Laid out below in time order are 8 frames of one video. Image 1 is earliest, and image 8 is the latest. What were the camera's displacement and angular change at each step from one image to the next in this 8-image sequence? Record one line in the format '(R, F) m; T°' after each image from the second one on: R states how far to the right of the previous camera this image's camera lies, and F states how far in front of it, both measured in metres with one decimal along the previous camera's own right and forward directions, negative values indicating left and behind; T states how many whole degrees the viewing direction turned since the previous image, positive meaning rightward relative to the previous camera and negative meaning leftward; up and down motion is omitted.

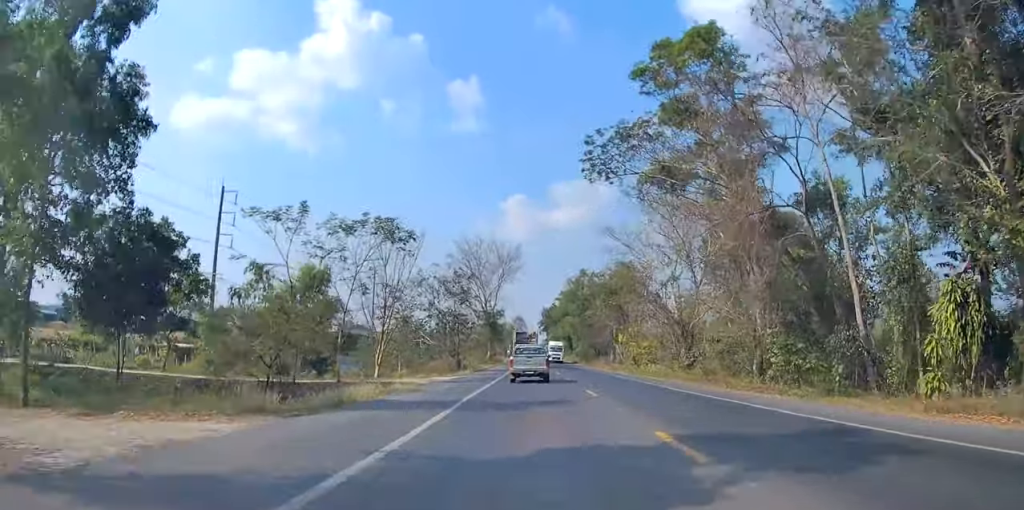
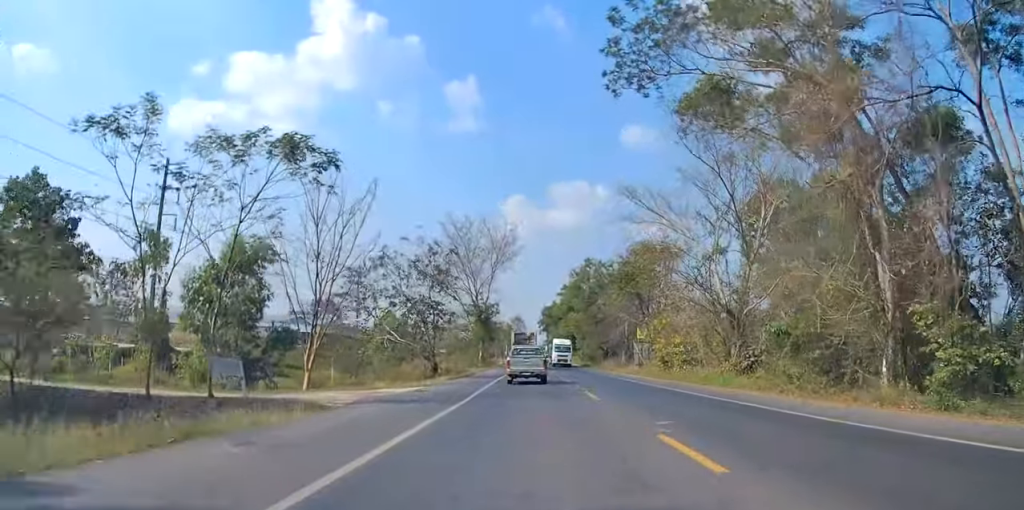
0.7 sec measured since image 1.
(0.0, +12.0) m; 0°
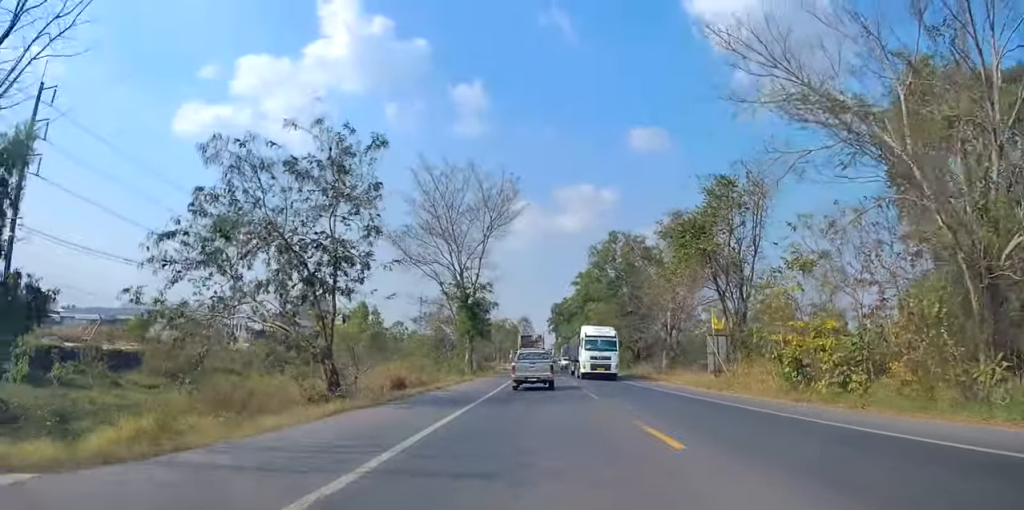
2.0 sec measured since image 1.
(-0.1, +22.4) m; +1°
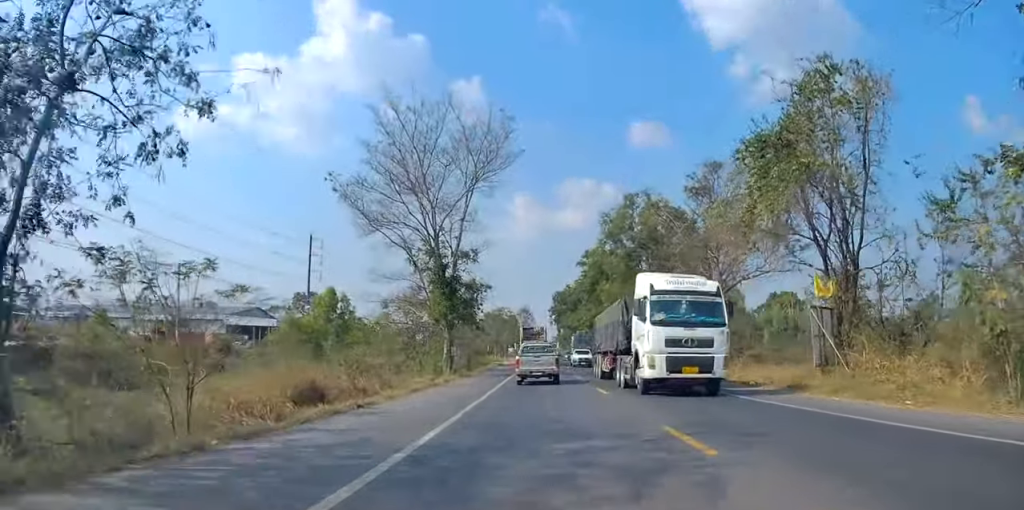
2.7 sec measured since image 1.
(+0.2, +13.3) m; +1°
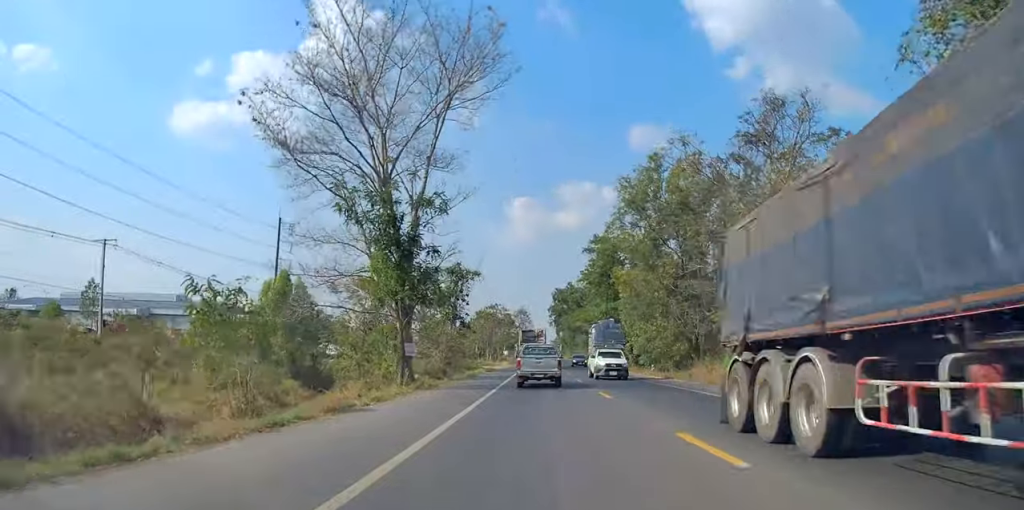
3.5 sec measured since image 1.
(+0.2, +13.4) m; 0°
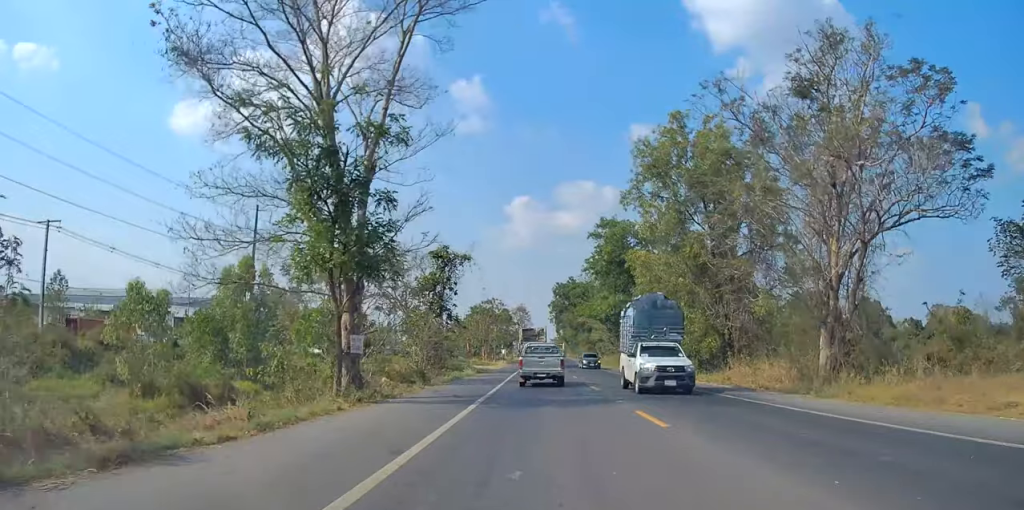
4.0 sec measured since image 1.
(+0.1, +8.2) m; -1°
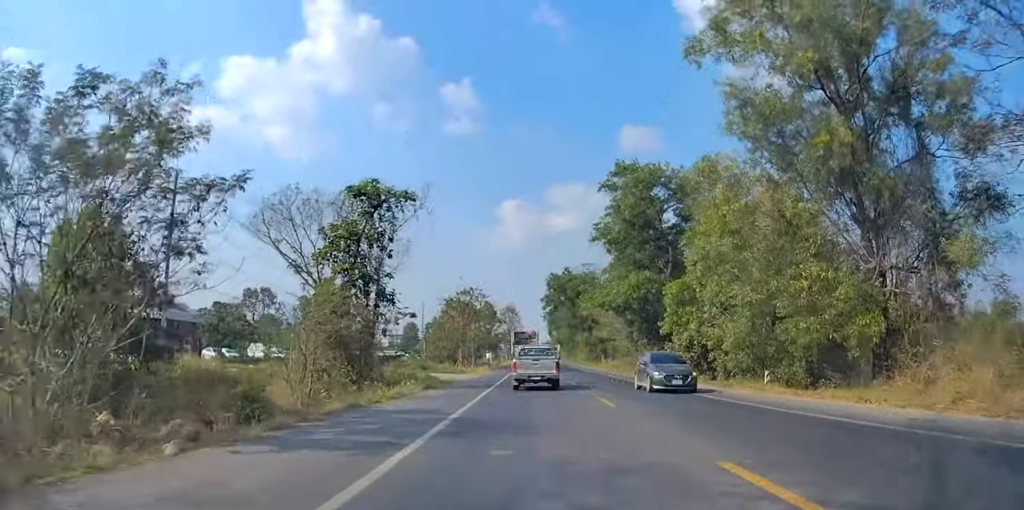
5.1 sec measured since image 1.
(-0.4, +18.6) m; +1°
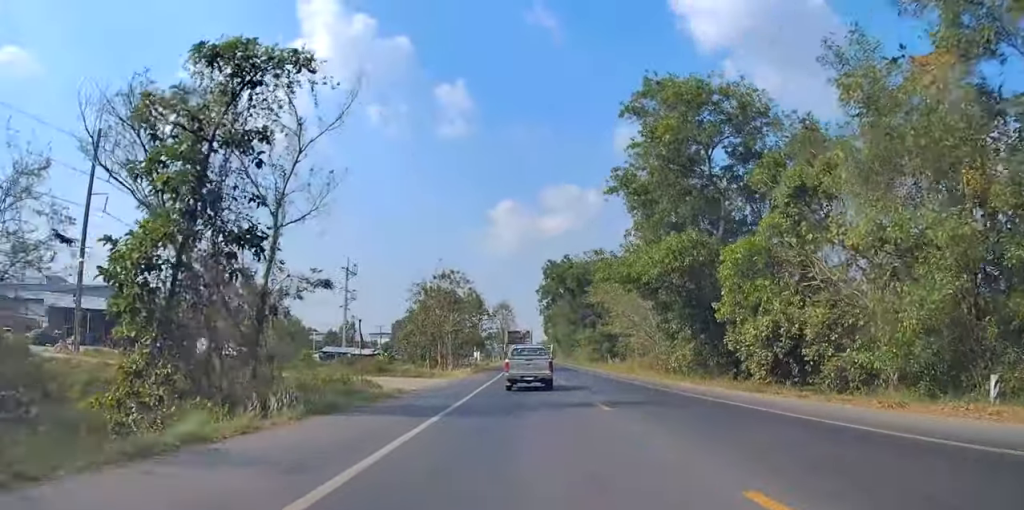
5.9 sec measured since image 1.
(+0.6, +13.8) m; 0°
